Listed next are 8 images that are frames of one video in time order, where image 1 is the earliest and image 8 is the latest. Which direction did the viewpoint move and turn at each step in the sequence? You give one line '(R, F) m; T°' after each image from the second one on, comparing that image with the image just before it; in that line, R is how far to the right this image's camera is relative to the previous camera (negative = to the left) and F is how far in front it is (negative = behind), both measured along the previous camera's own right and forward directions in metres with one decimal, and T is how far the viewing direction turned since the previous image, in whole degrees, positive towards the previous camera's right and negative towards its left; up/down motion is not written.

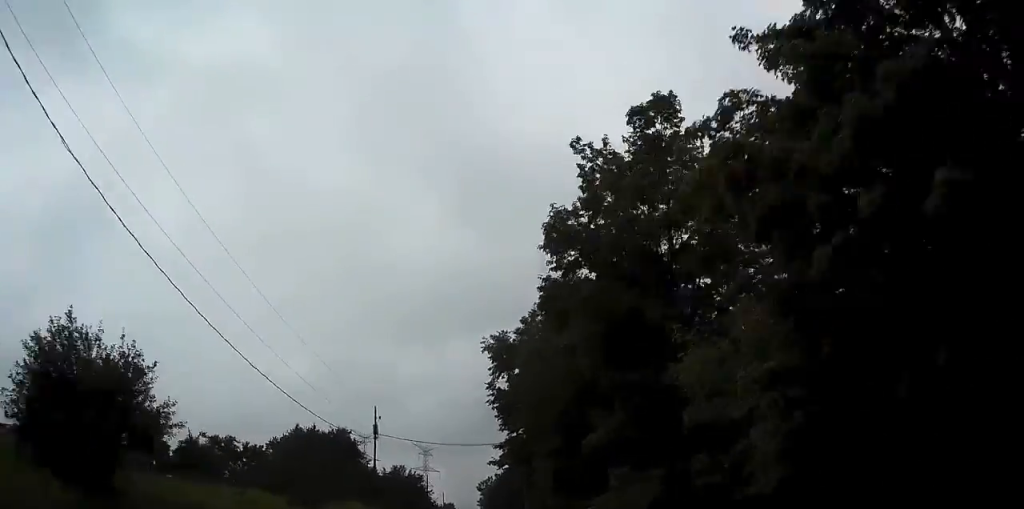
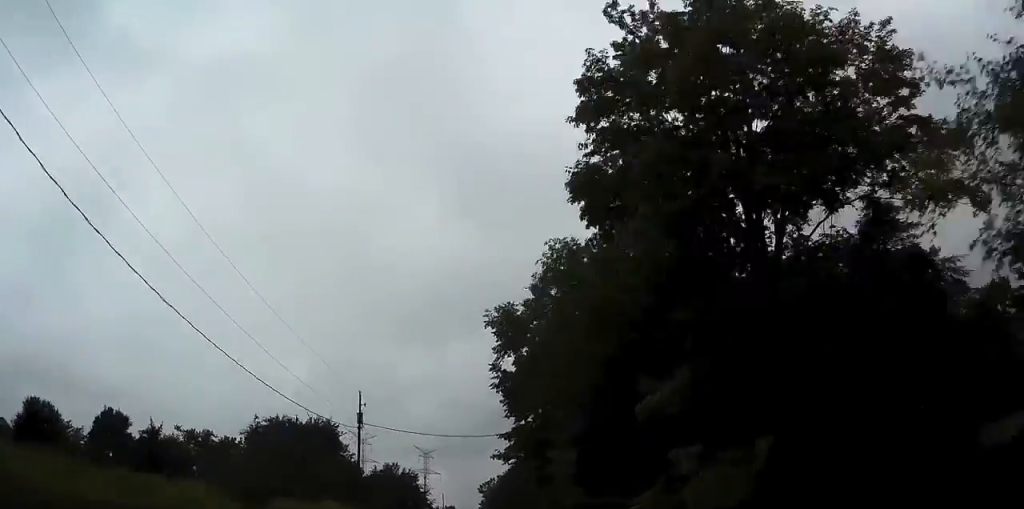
(0.0, +10.3) m; 0°
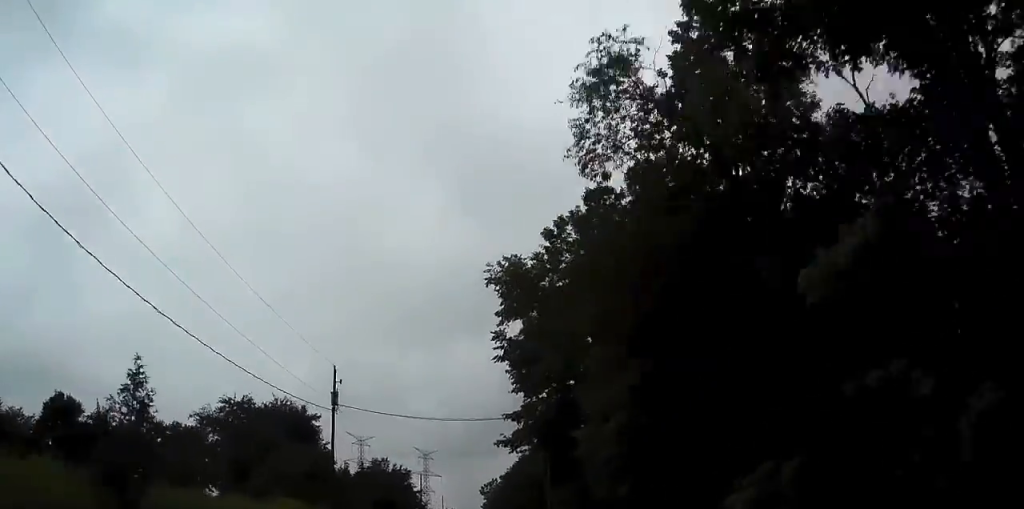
(0.0, +11.1) m; 0°
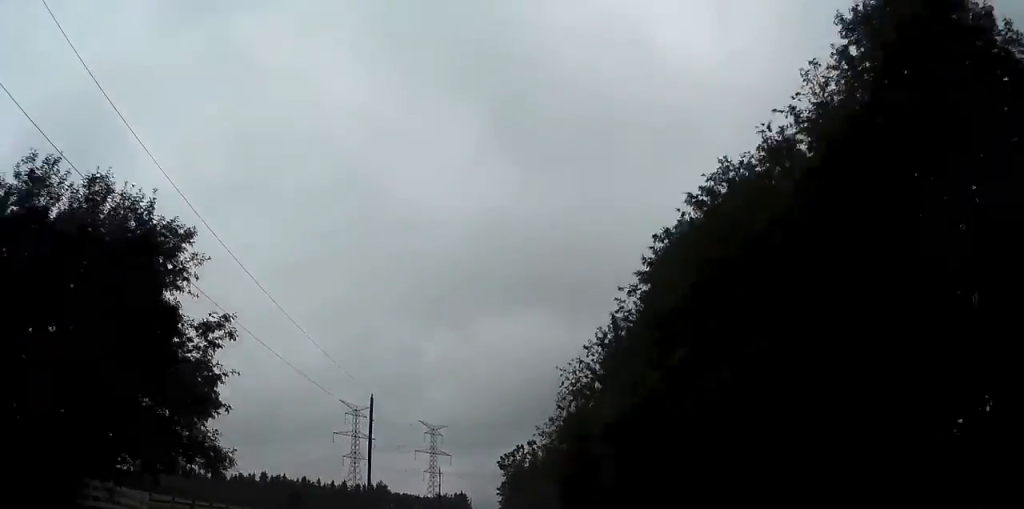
(-1.0, +64.9) m; -2°
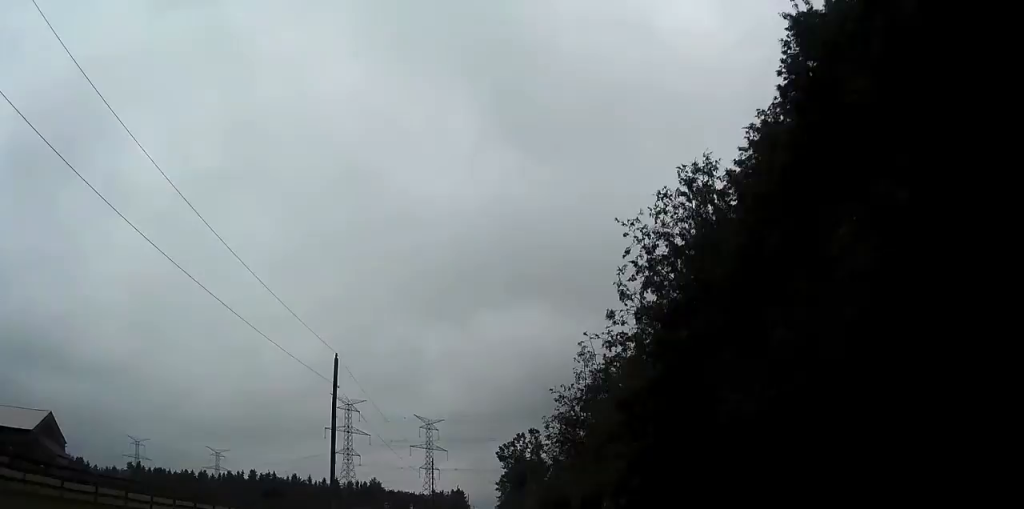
(0.0, +12.0) m; 0°
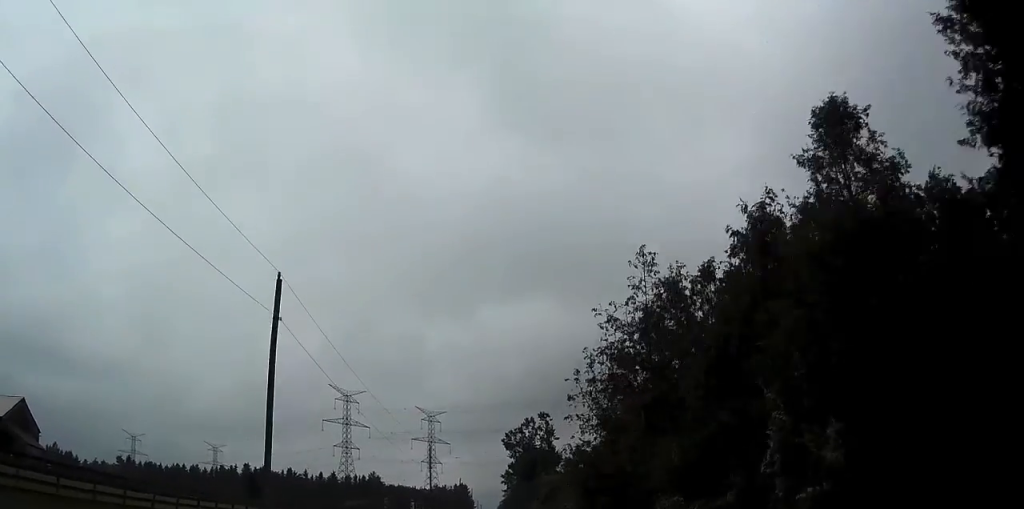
(0.0, +12.9) m; 0°
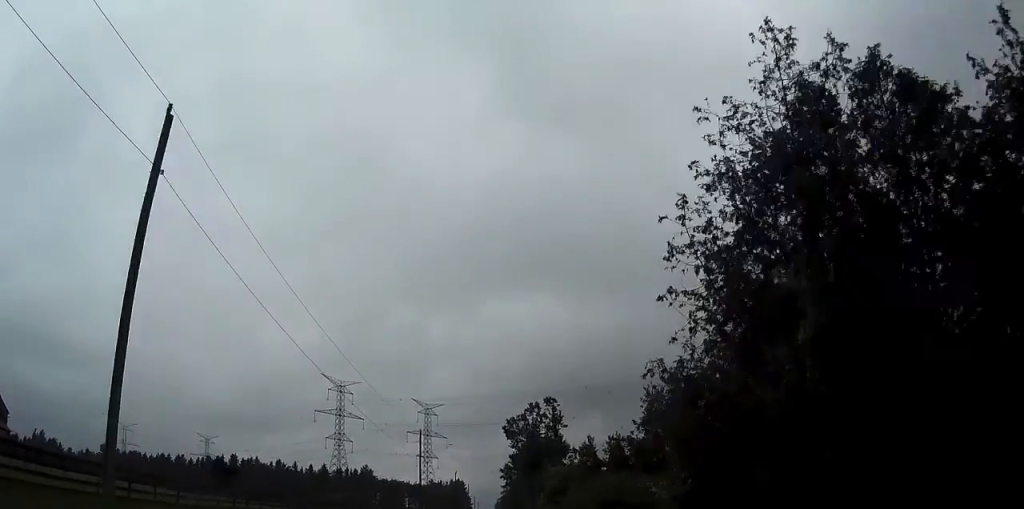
(0.0, +12.0) m; 0°
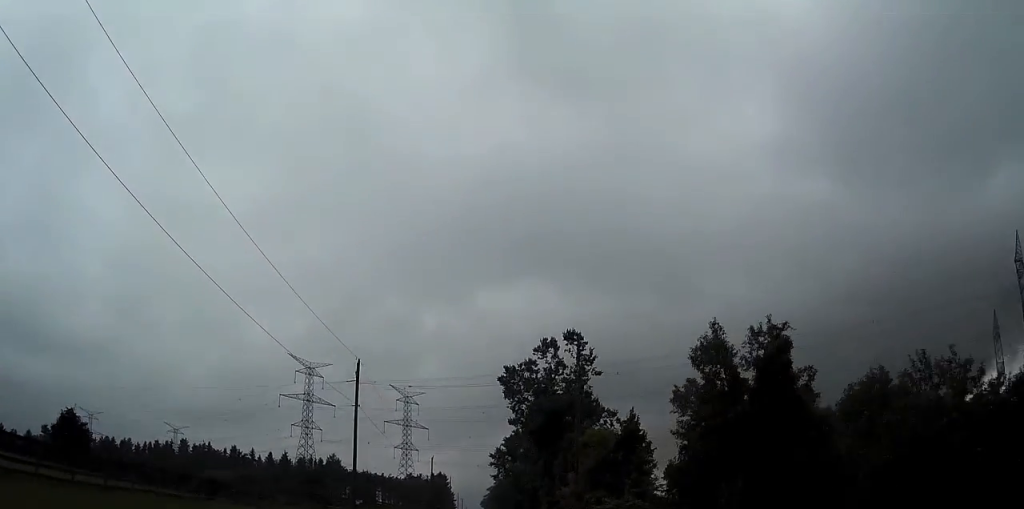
(+0.1, +35.2) m; +1°
